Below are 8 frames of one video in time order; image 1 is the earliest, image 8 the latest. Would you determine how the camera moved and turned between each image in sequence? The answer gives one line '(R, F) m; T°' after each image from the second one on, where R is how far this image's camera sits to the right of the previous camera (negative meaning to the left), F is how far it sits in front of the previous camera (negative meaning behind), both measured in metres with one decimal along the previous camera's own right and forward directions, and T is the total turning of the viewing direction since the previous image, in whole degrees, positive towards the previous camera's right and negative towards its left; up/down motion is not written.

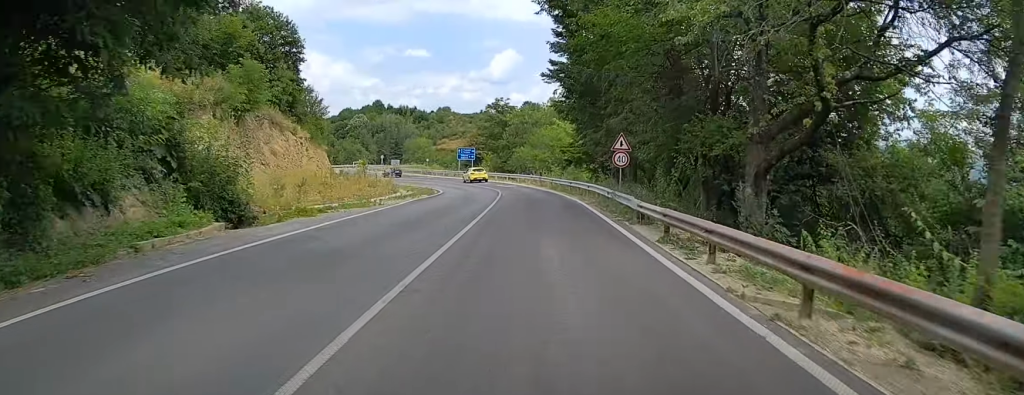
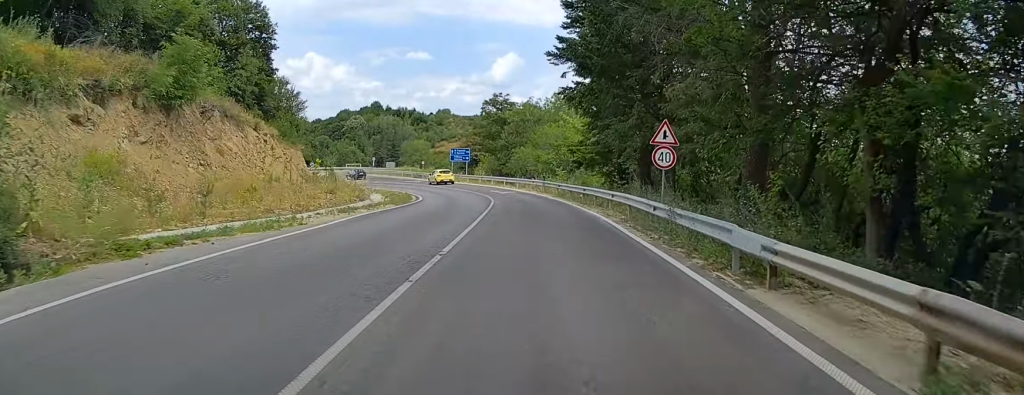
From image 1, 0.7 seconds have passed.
(-0.1, +9.5) m; 0°
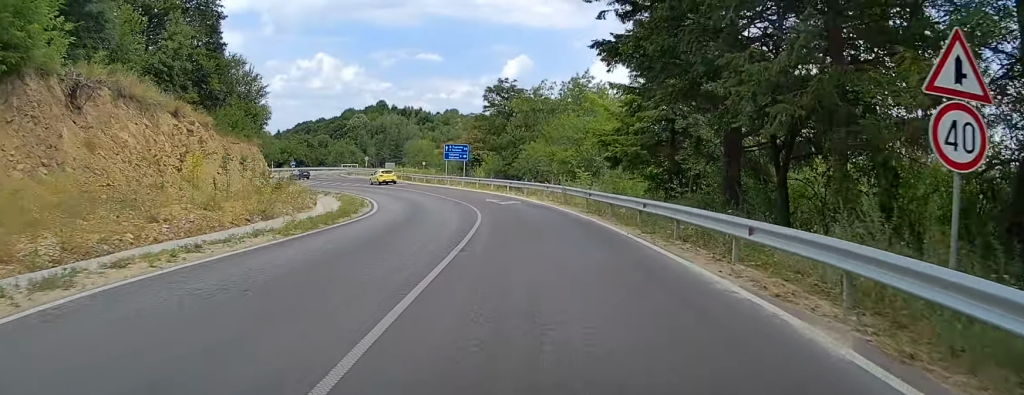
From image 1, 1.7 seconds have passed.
(-0.1, +14.6) m; -1°
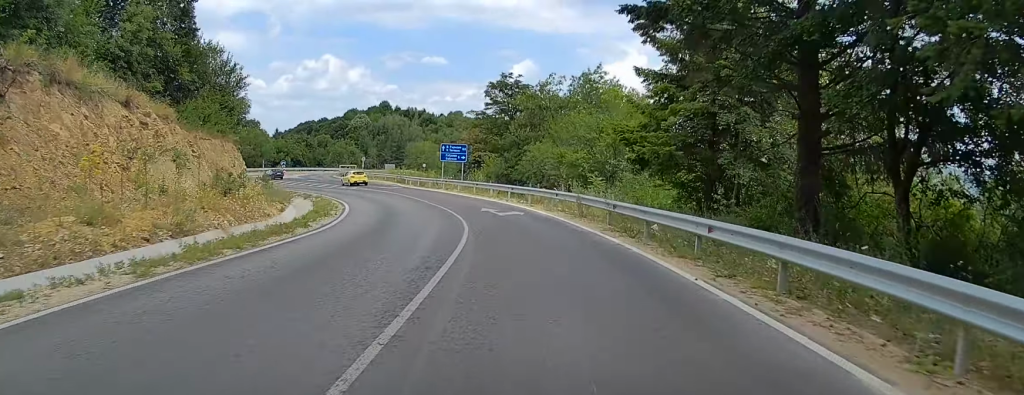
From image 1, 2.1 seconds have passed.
(0.0, +6.1) m; 0°
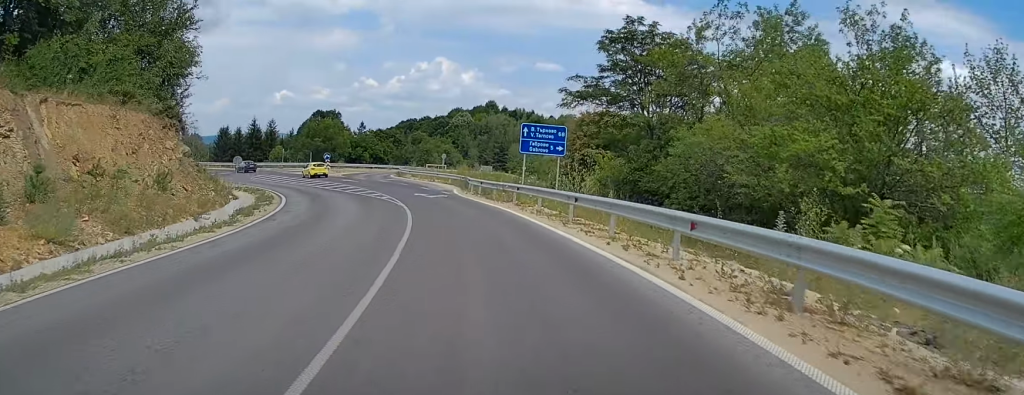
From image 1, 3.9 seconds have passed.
(-2.1, +25.4) m; -12°
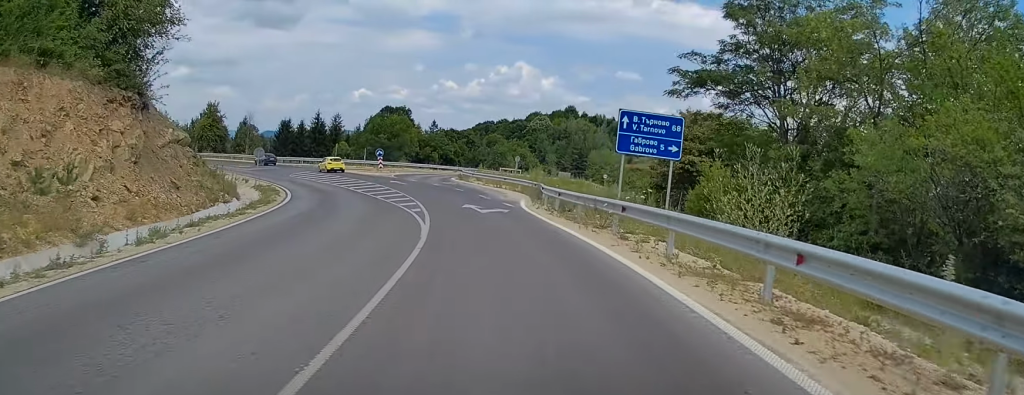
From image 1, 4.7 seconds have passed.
(-0.7, +10.8) m; -6°
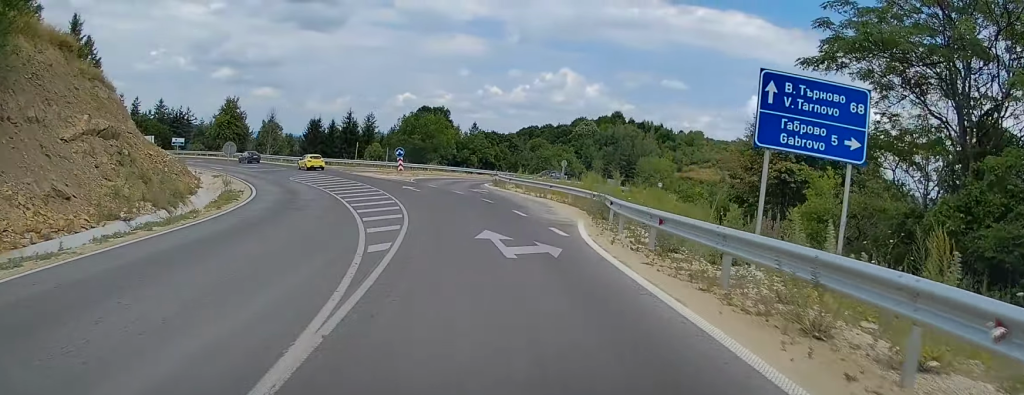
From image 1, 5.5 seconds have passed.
(-0.5, +11.1) m; -5°
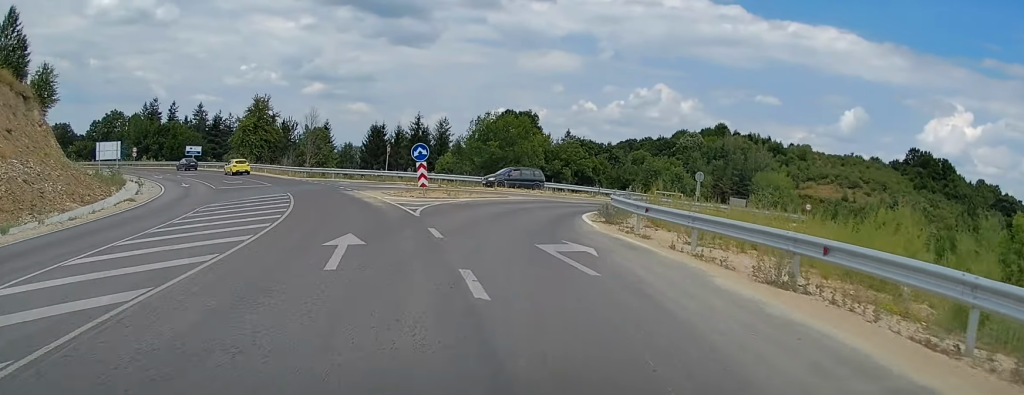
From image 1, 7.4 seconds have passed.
(-2.0, +25.3) m; -8°
